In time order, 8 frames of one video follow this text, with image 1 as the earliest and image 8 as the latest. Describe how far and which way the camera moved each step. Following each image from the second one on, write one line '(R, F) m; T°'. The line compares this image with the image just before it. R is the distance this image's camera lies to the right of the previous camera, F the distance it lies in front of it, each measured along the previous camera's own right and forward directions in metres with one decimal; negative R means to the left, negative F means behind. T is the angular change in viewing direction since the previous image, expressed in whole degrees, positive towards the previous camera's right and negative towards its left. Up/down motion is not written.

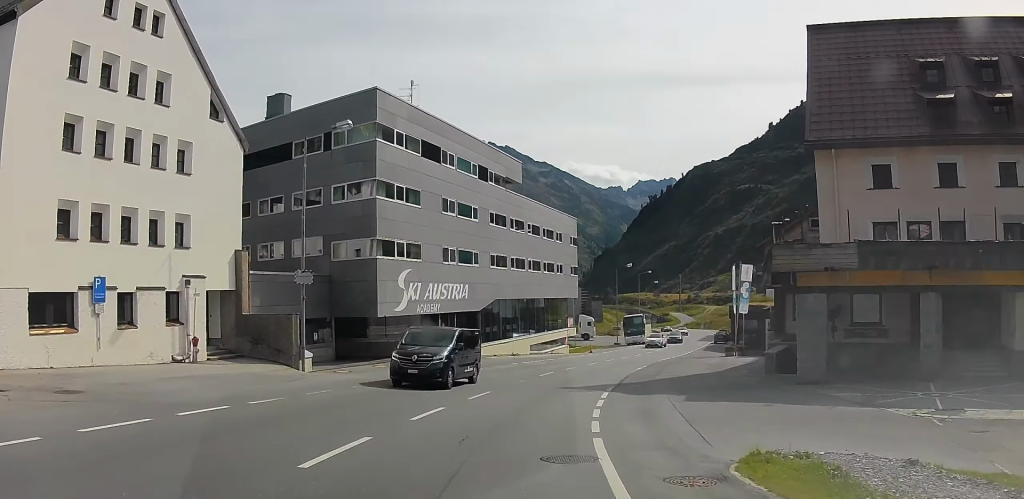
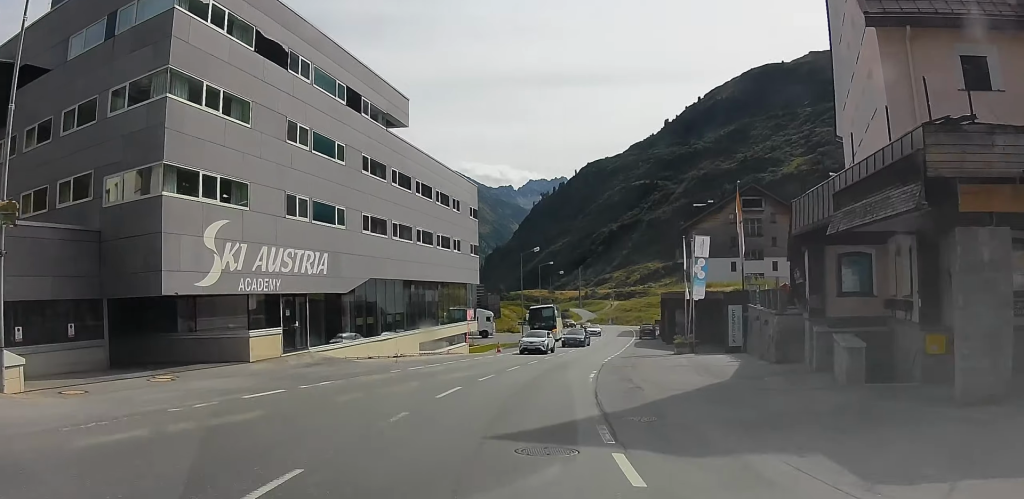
(0.0, +14.6) m; 0°
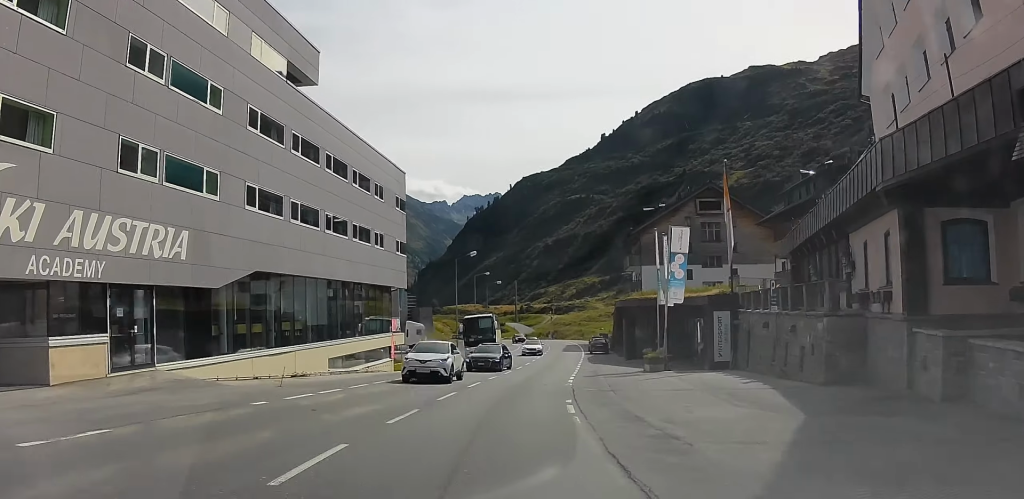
(0.0, +9.3) m; 0°
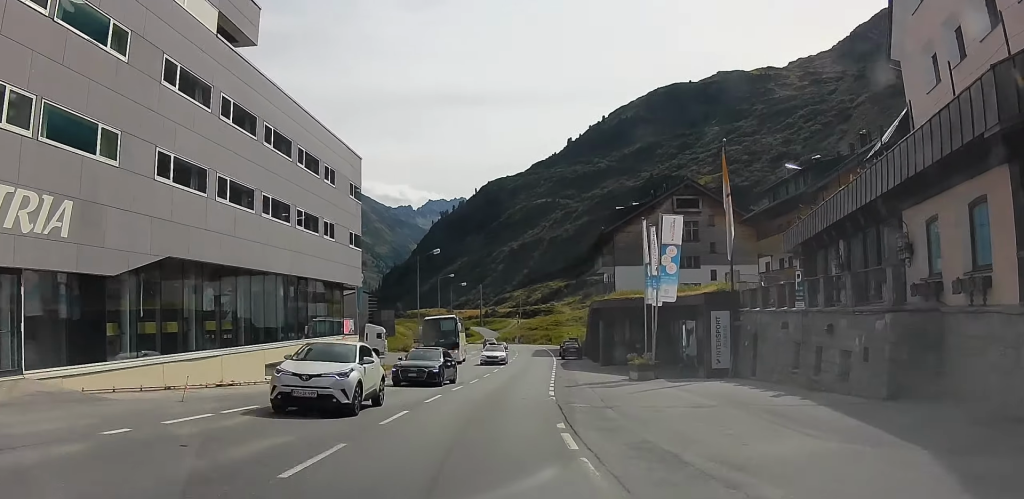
(0.0, +5.3) m; 0°
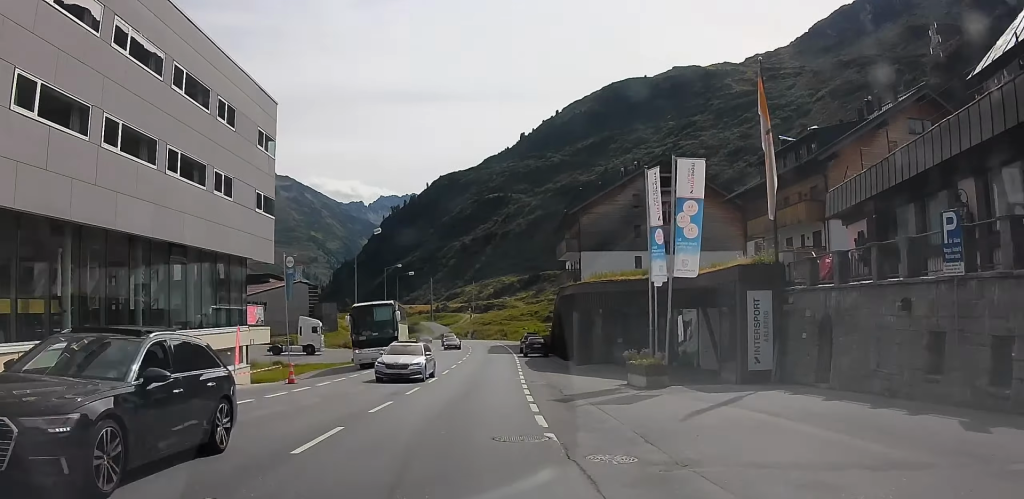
(0.0, +10.6) m; +3°
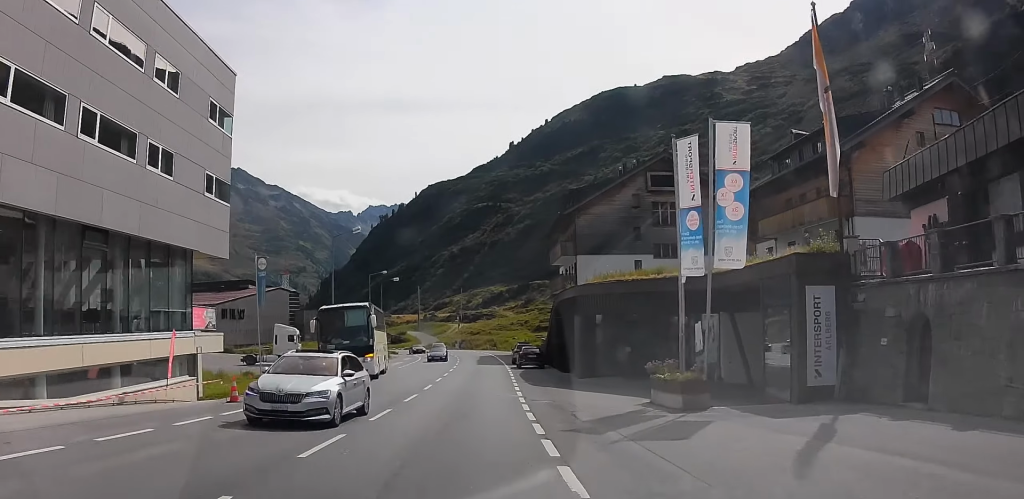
(-0.2, +5.8) m; +5°
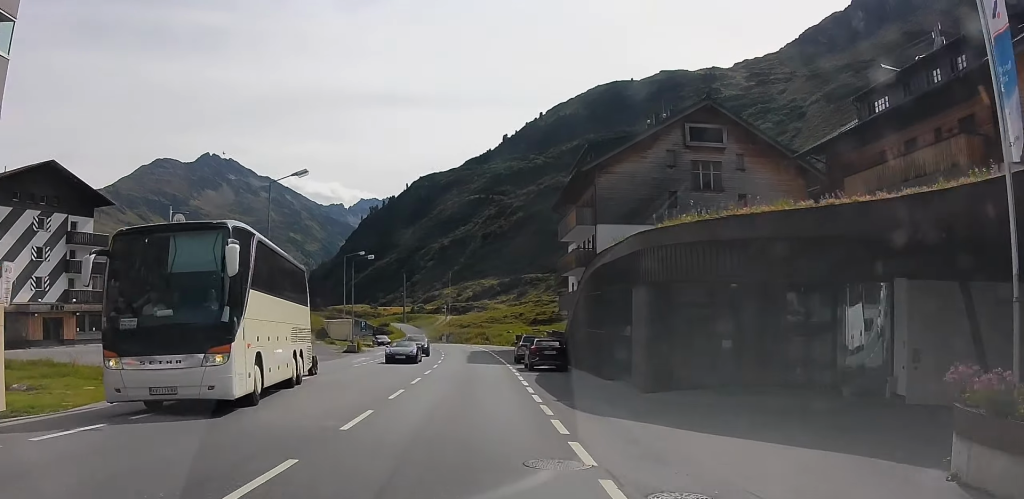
(+2.8, +17.4) m; +11°
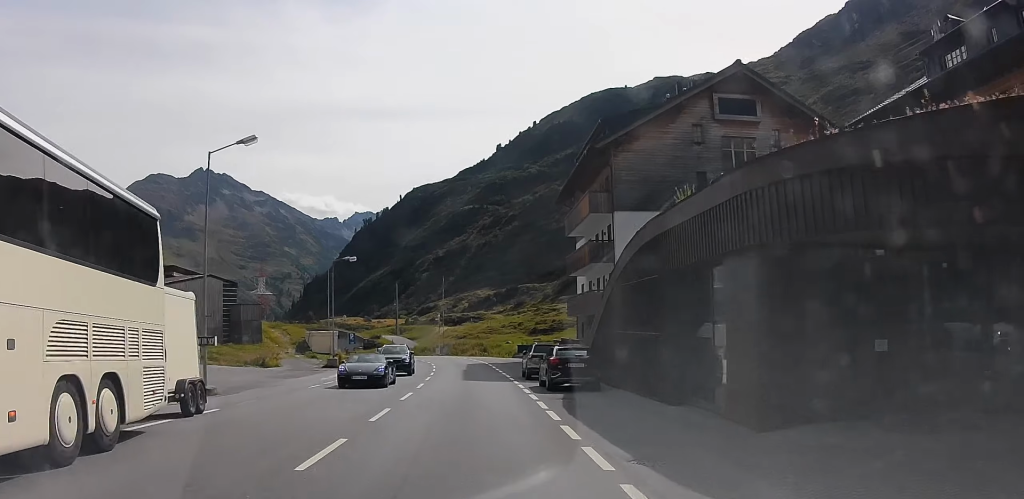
(0.0, +10.0) m; -5°
